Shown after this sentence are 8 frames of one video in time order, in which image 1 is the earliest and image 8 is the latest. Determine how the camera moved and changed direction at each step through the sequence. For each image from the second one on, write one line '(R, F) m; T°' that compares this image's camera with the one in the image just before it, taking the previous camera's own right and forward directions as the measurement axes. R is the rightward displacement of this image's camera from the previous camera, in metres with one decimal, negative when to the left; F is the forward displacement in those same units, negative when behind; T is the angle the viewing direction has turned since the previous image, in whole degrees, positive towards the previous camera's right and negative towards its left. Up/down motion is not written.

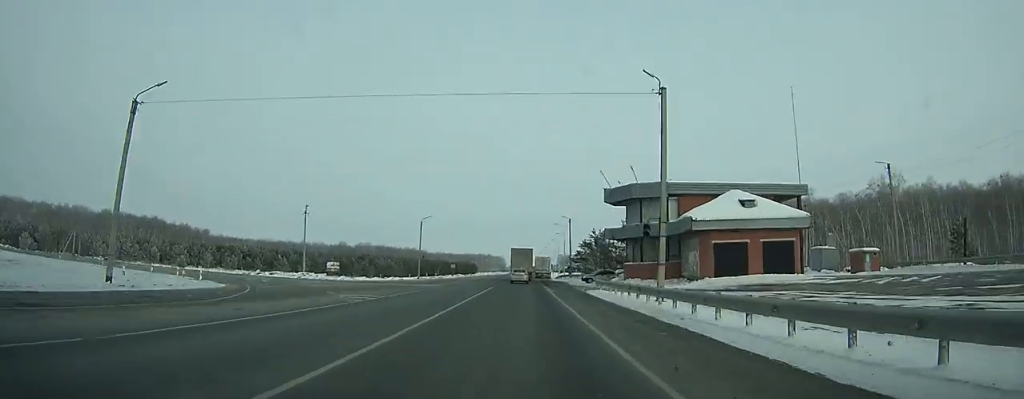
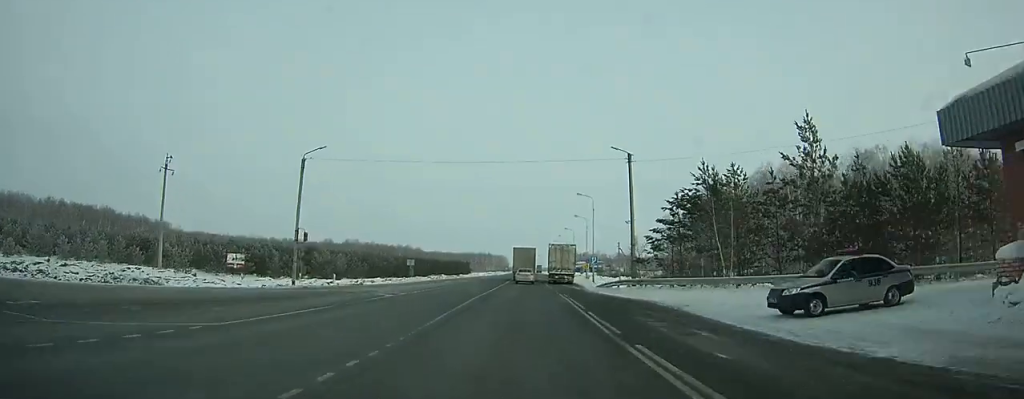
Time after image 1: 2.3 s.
(+0.1, +48.5) m; 0°
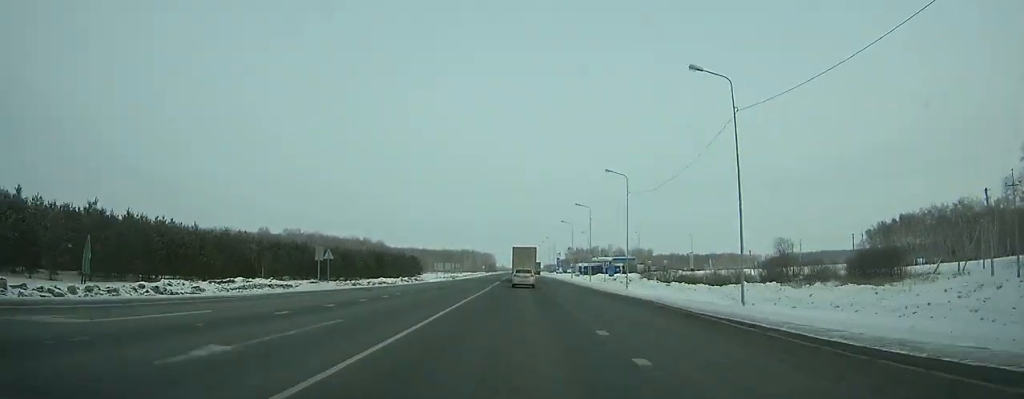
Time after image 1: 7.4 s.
(+0.6, +106.3) m; -5°
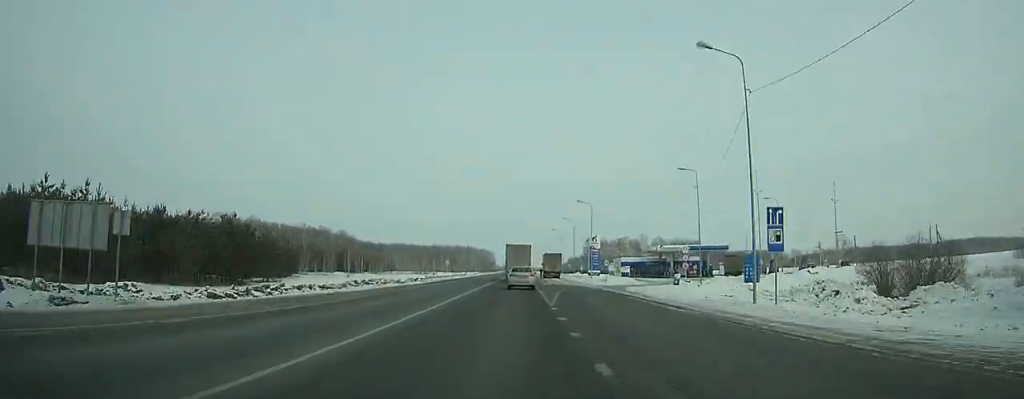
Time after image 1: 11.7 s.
(-11.9, +72.2) m; +3°
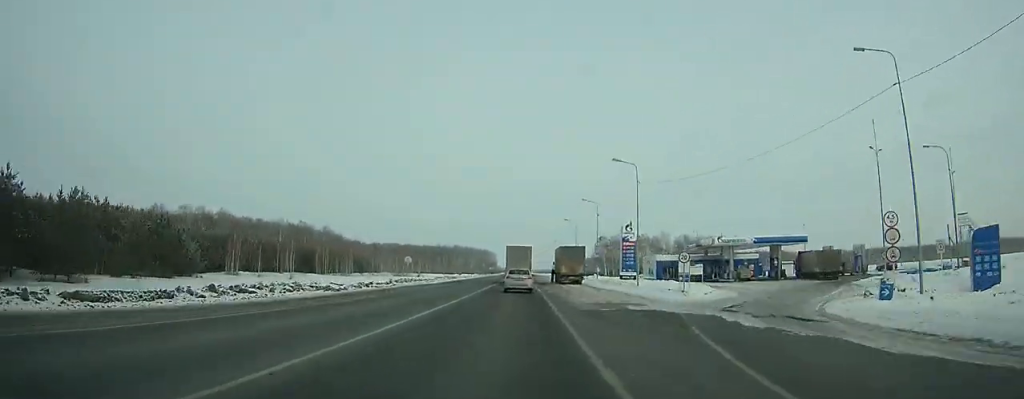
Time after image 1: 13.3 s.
(+9.3, +38.6) m; +5°
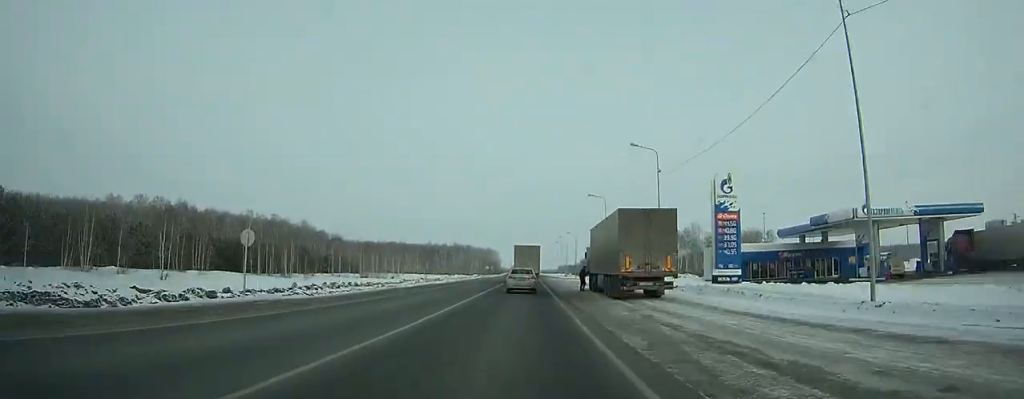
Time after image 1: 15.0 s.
(+5.2, +41.5) m; +4°
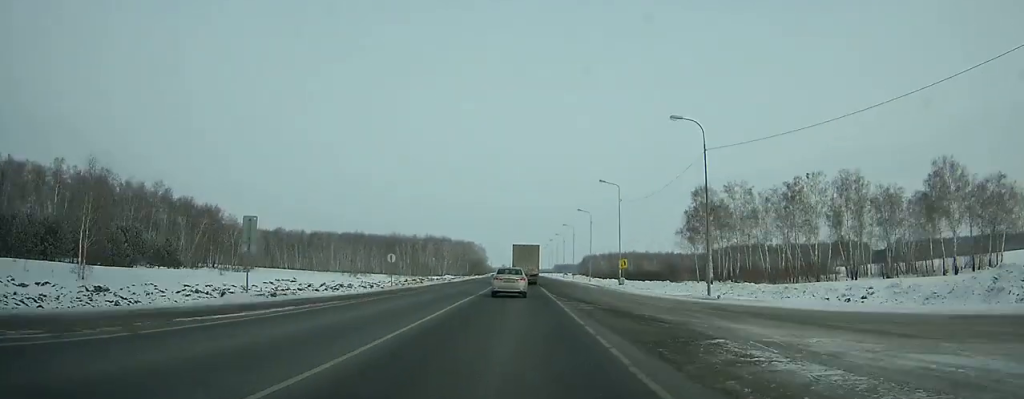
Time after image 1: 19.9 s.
(-10.5, +115.1) m; -6°
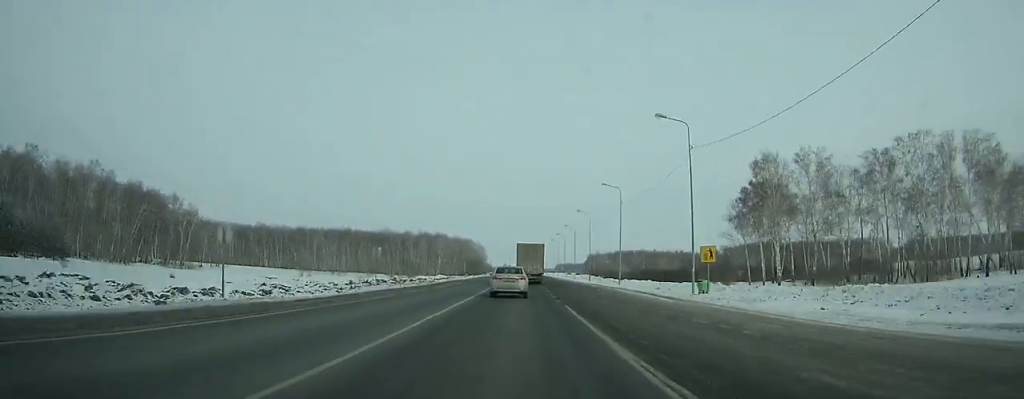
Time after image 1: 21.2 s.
(-0.2, +29.2) m; 0°
